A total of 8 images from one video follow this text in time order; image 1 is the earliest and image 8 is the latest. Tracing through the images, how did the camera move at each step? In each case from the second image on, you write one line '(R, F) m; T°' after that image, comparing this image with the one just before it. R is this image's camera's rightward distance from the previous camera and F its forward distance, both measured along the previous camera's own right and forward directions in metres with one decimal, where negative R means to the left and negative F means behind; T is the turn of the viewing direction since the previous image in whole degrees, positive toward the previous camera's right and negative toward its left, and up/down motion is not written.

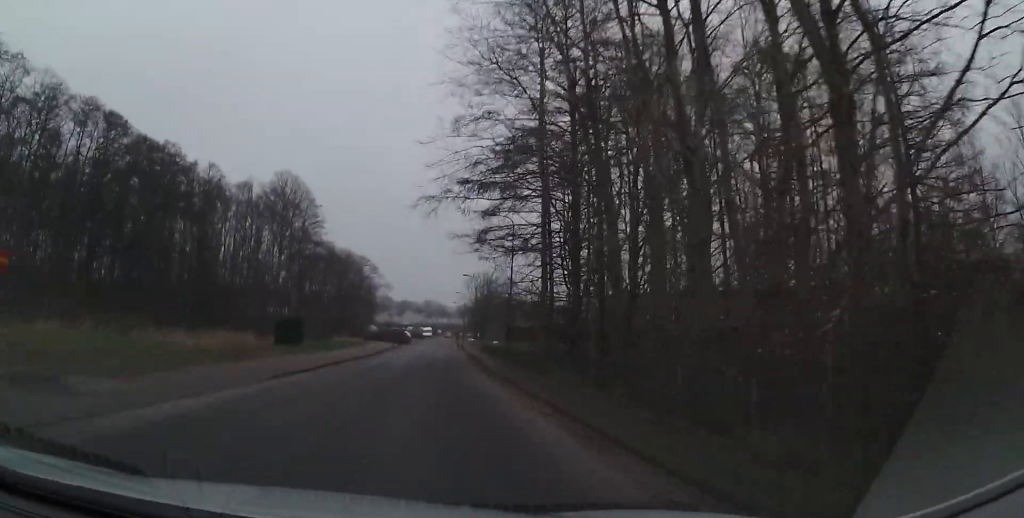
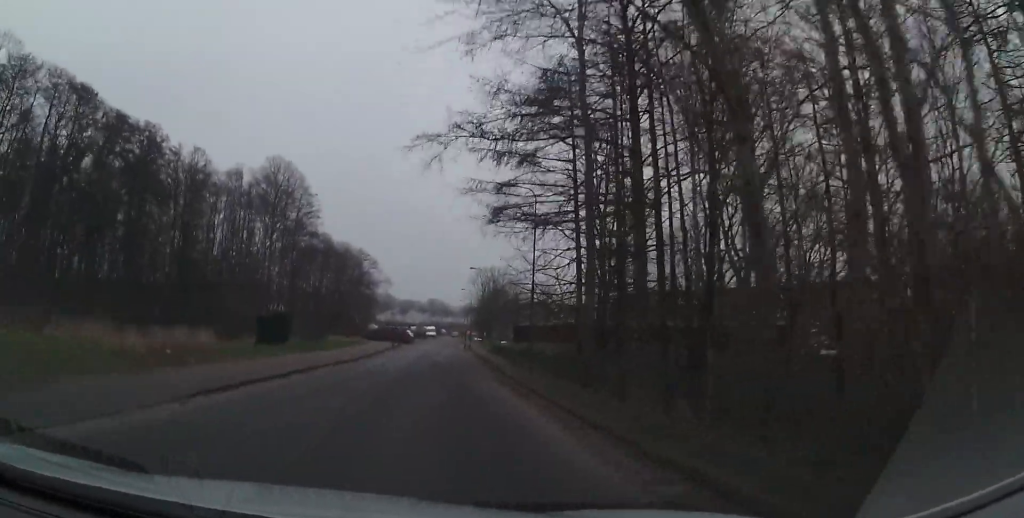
(-0.3, +5.3) m; -2°
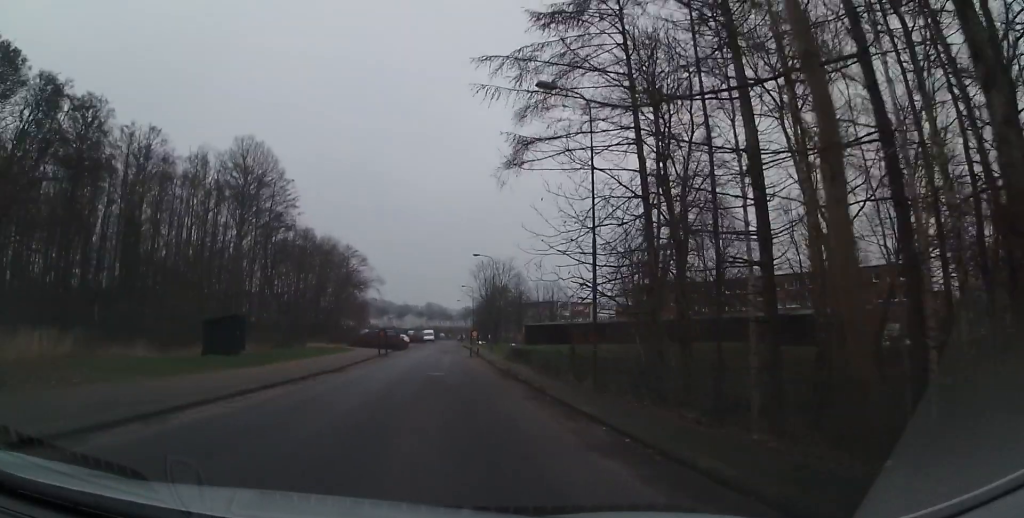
(-0.3, +9.0) m; -4°
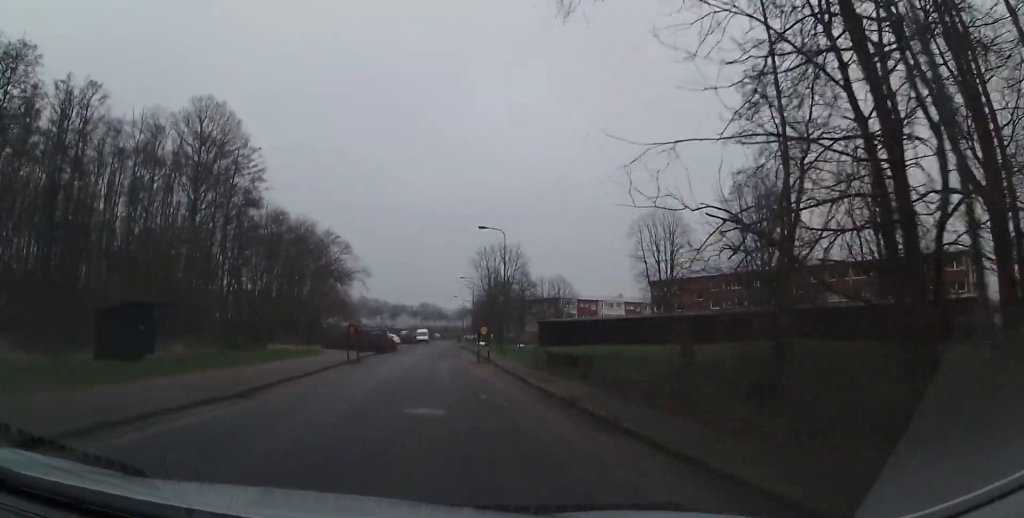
(-0.5, +10.0) m; -2°
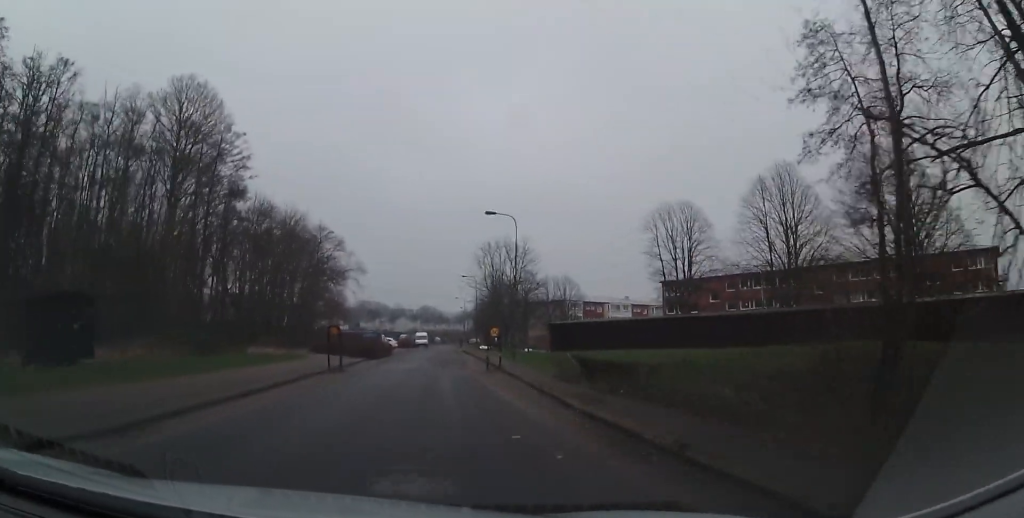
(-0.1, +4.4) m; -1°
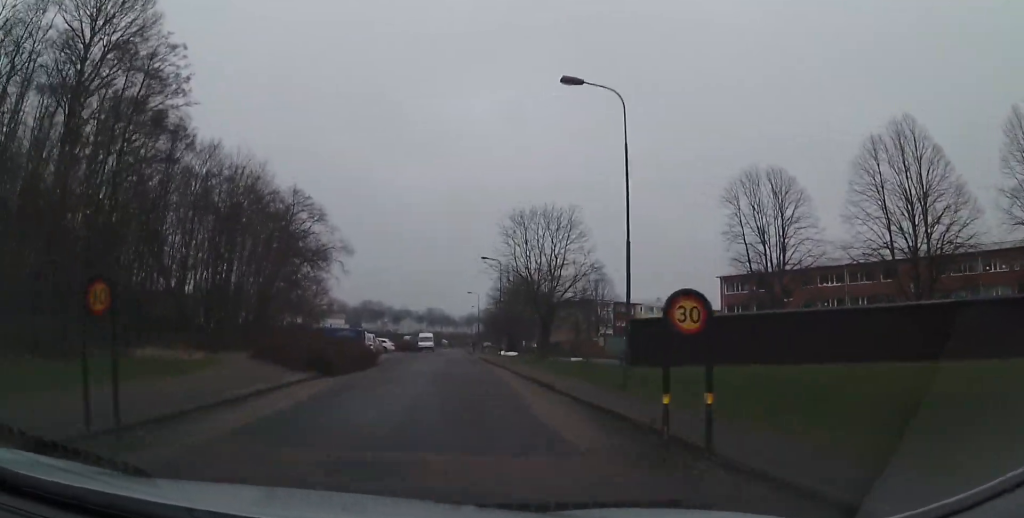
(-0.8, +15.5) m; -2°
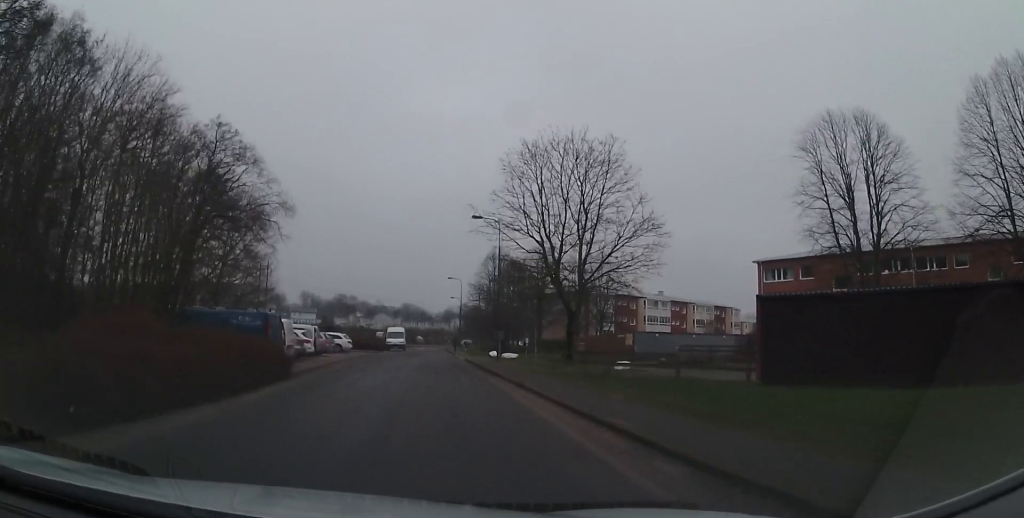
(+2.1, +14.2) m; +10°
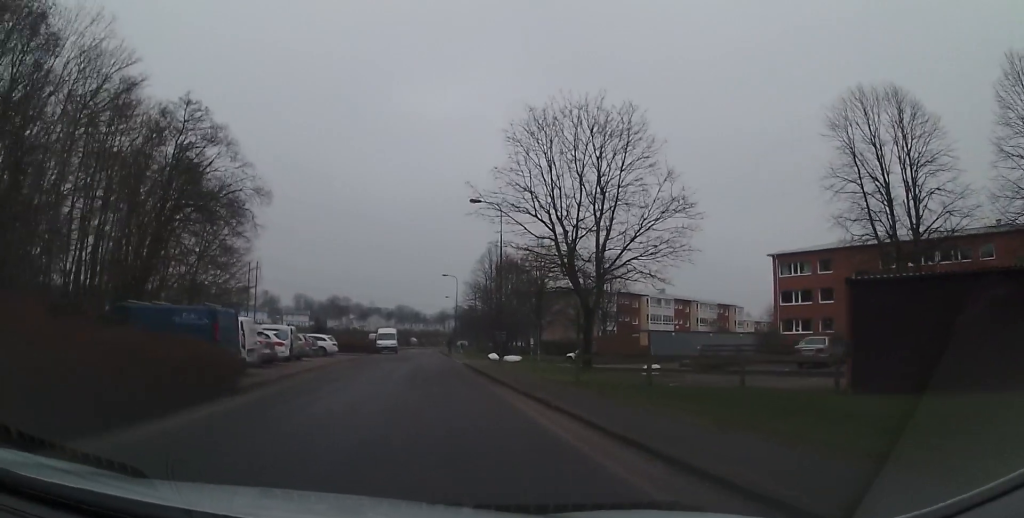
(0.0, +4.2) m; 0°
